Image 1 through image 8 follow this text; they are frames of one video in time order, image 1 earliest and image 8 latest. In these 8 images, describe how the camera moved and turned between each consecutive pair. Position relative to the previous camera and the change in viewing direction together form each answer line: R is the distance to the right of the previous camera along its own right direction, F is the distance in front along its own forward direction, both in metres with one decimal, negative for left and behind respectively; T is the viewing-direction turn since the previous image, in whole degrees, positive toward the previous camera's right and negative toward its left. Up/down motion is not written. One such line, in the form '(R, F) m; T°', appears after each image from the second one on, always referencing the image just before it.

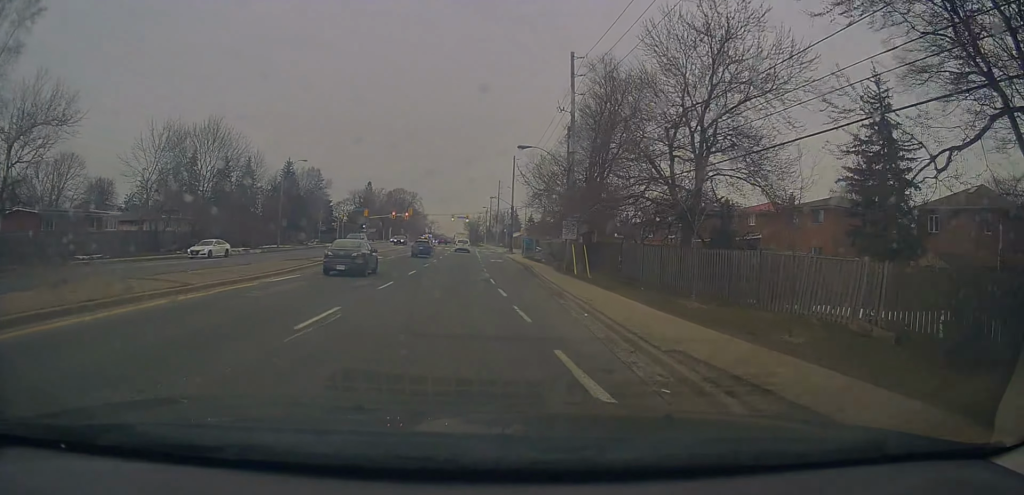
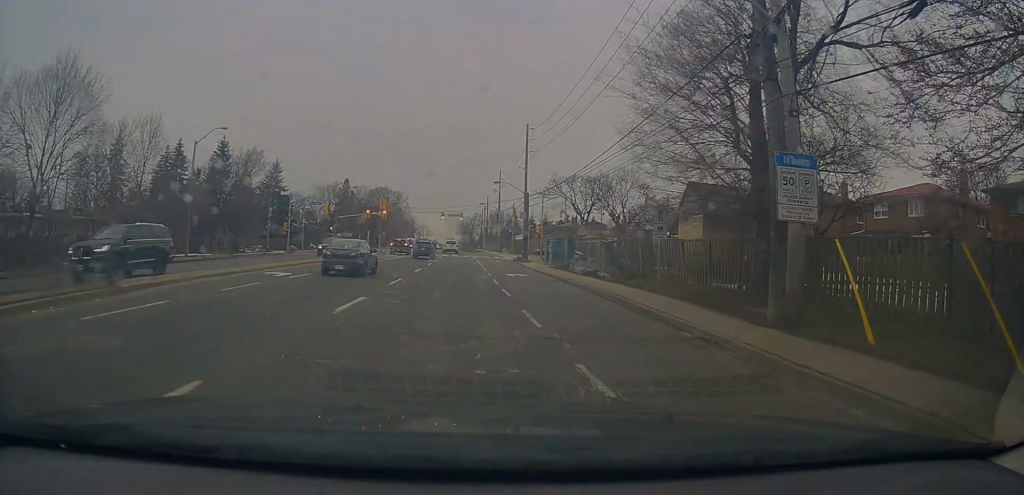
(+0.2, +24.8) m; +1°
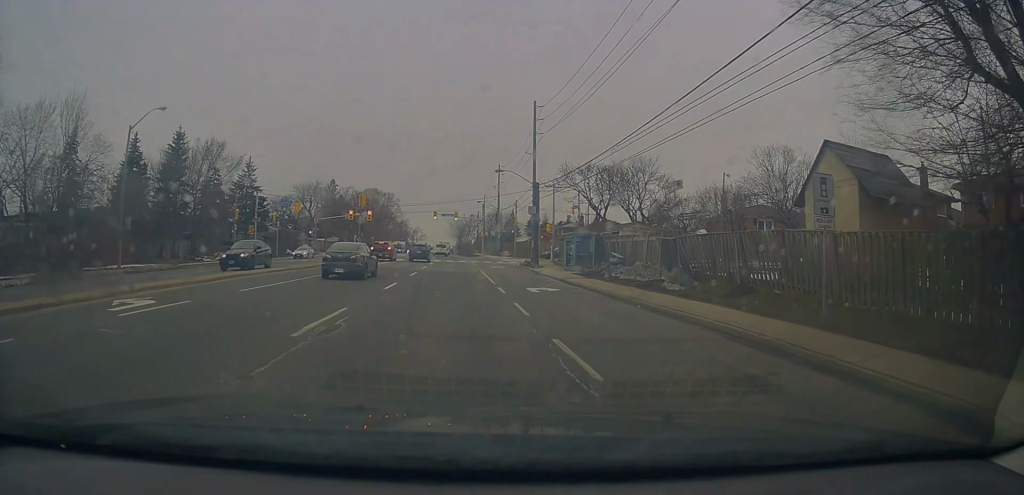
(-0.1, +10.1) m; +1°
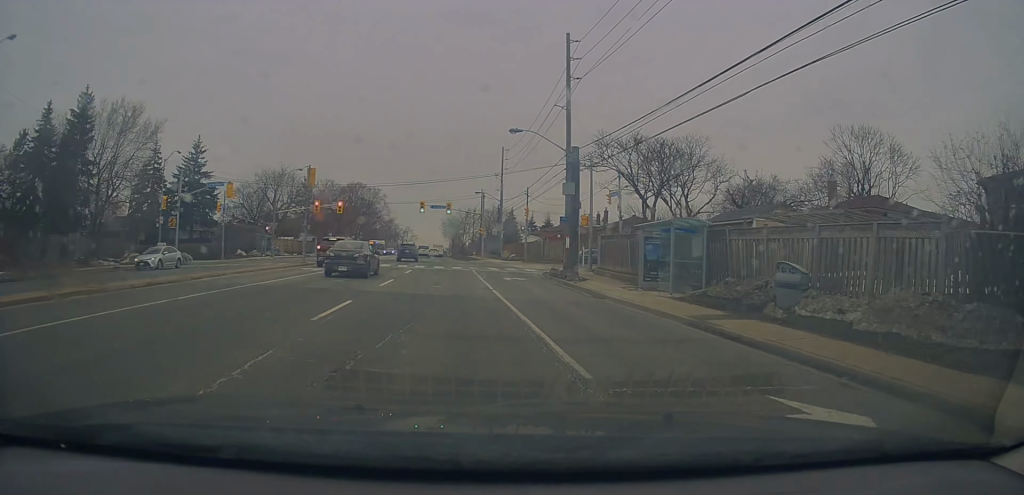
(+0.3, +14.4) m; +2°
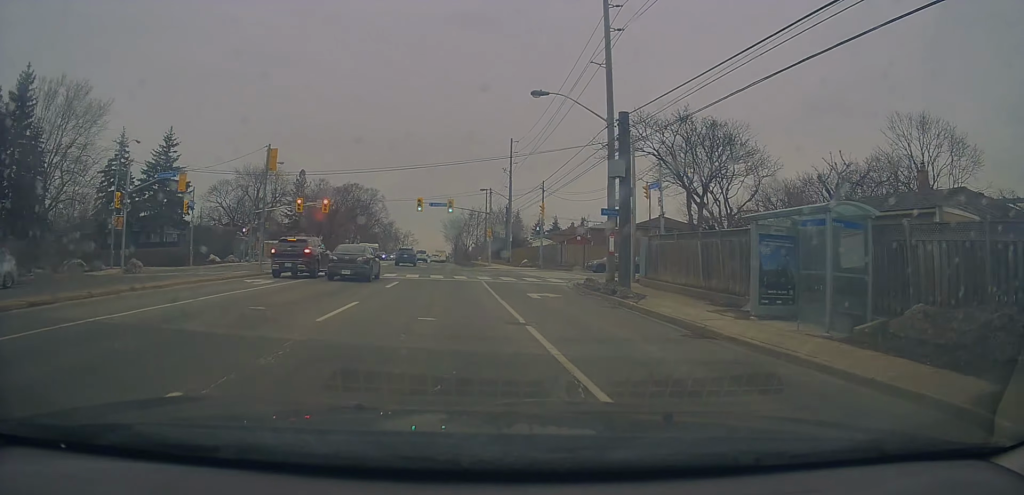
(+0.1, +7.6) m; 0°
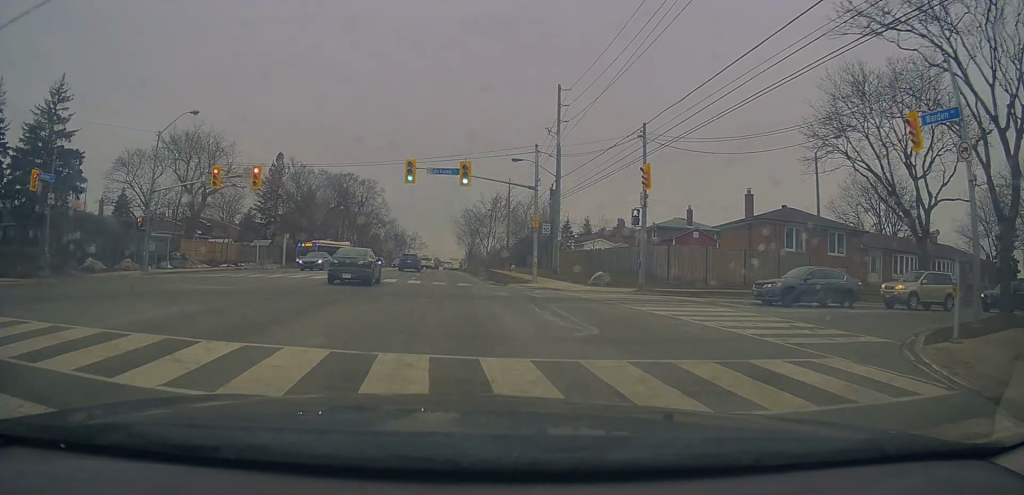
(0.0, +22.2) m; 0°
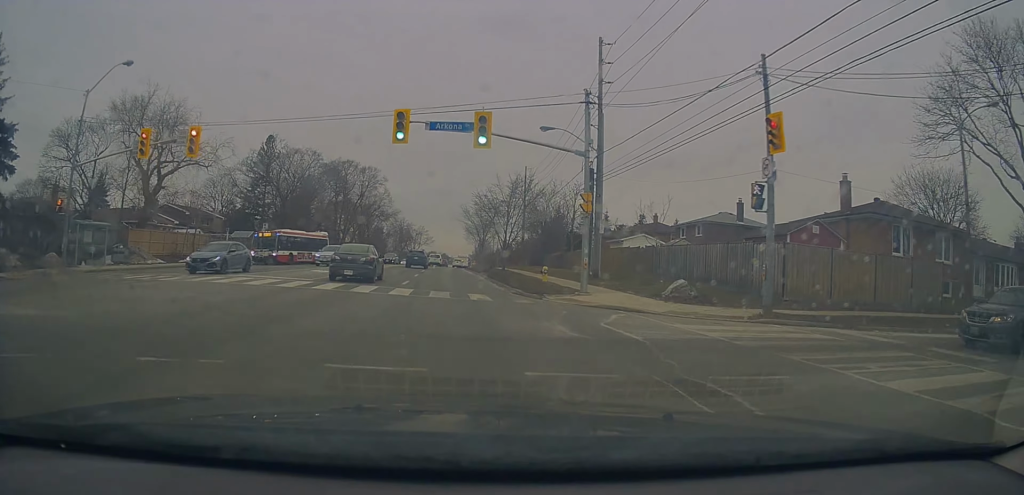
(+0.1, +9.6) m; -1°
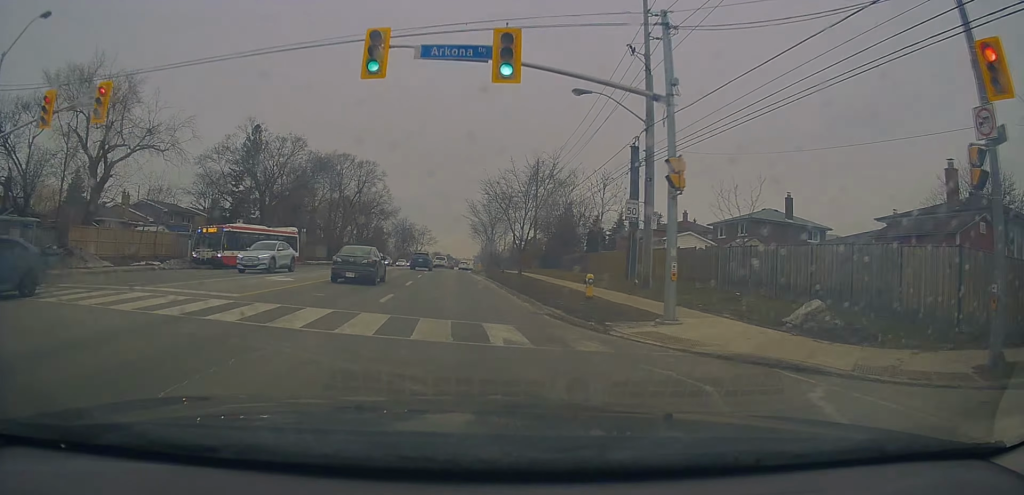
(-0.2, +7.9) m; -1°
